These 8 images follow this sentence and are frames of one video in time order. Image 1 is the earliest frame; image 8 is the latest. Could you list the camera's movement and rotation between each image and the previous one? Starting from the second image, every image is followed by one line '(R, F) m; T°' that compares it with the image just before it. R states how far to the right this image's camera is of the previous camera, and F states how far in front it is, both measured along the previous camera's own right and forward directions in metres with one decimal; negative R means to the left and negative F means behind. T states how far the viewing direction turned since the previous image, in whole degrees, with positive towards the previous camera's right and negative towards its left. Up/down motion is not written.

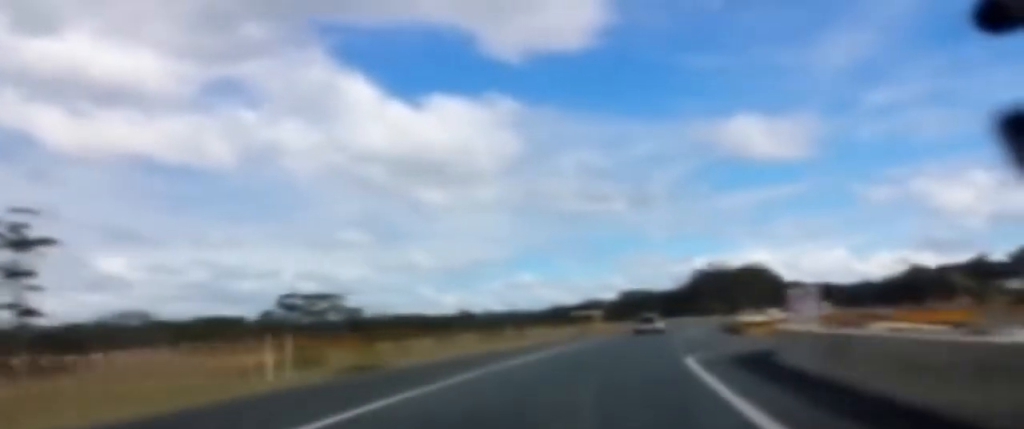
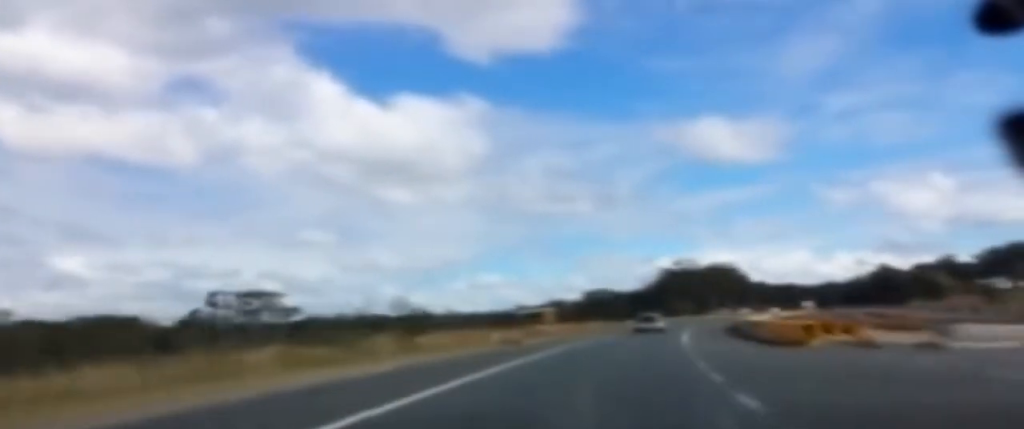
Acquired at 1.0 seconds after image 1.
(+0.3, +23.0) m; +2°
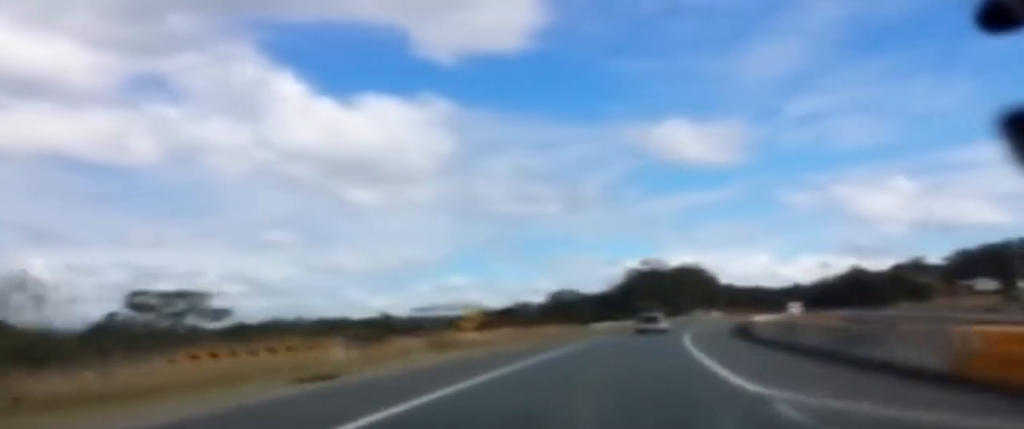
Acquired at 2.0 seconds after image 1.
(+0.6, +21.0) m; +2°
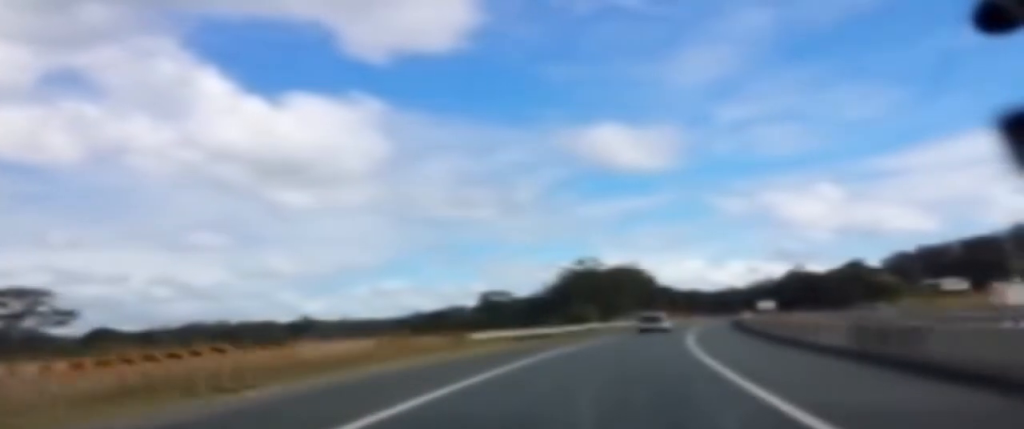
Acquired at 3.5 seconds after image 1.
(+0.7, +35.8) m; +3°
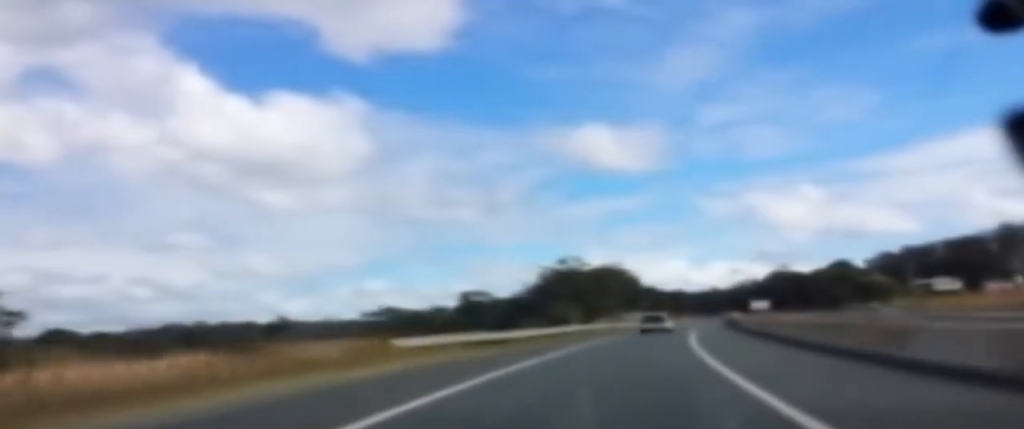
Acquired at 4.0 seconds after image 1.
(+0.2, +10.0) m; +1°
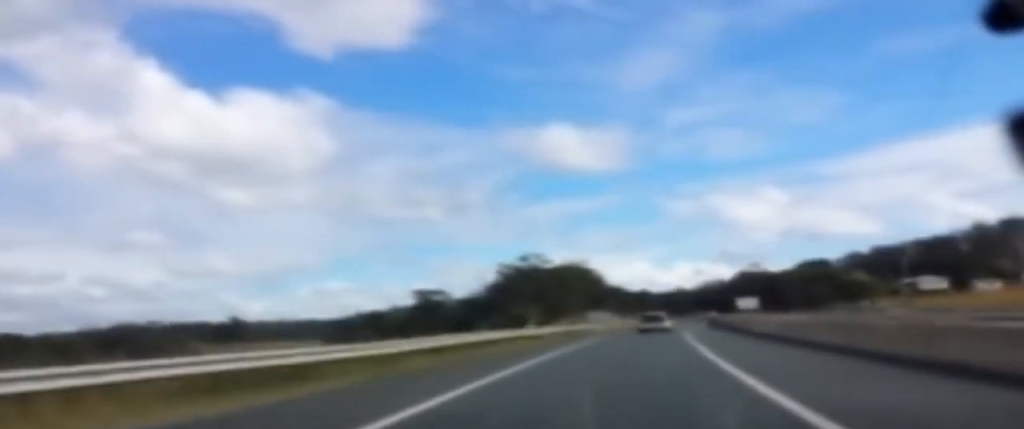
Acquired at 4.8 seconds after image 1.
(+0.4, +19.3) m; +2°
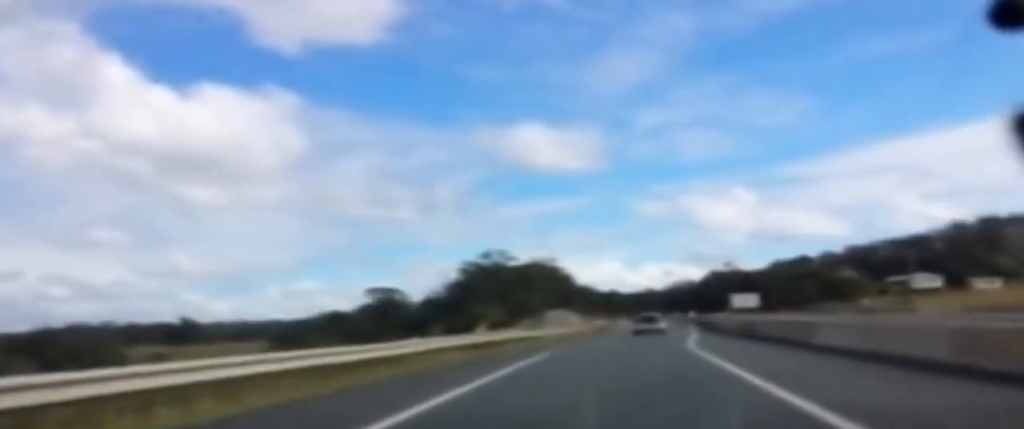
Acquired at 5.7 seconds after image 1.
(+0.4, +21.0) m; +2°
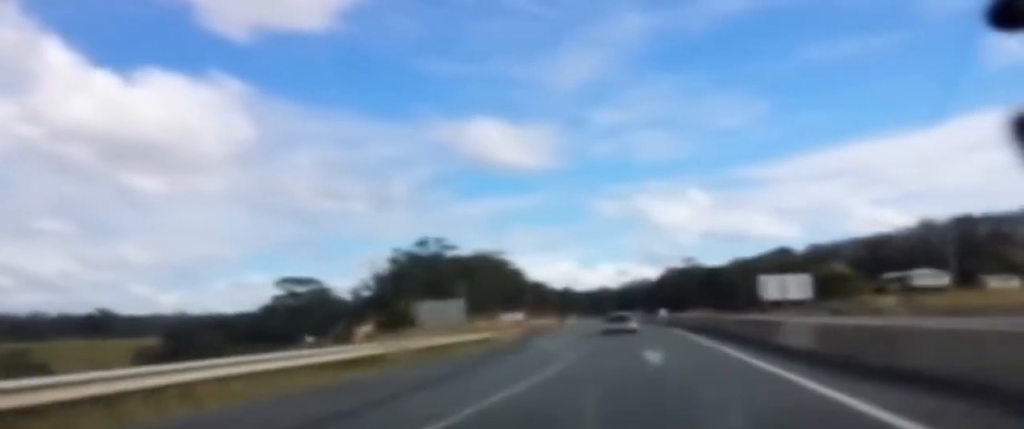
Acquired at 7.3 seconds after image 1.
(+0.6, +37.6) m; +2°
